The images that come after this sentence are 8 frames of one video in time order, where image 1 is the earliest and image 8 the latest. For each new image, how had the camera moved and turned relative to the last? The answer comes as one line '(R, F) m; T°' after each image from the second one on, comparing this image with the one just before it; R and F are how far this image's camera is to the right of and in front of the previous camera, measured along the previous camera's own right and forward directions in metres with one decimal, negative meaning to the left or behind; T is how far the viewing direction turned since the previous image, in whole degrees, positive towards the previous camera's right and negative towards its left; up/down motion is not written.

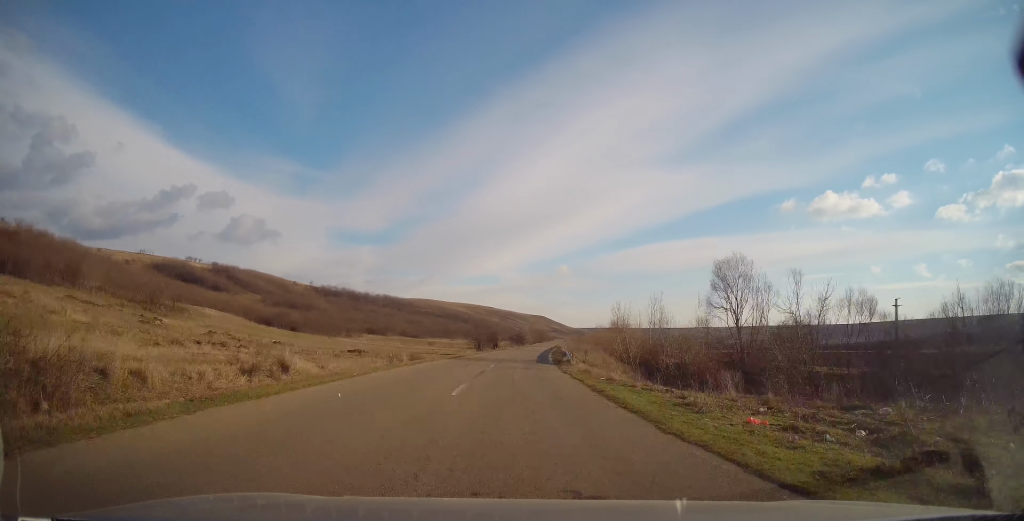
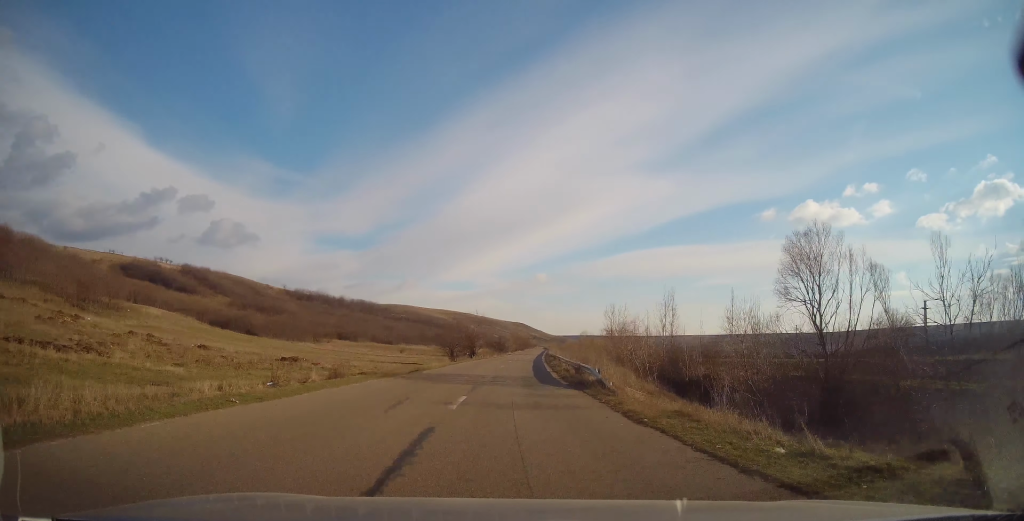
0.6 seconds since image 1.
(+0.1, +14.3) m; +1°
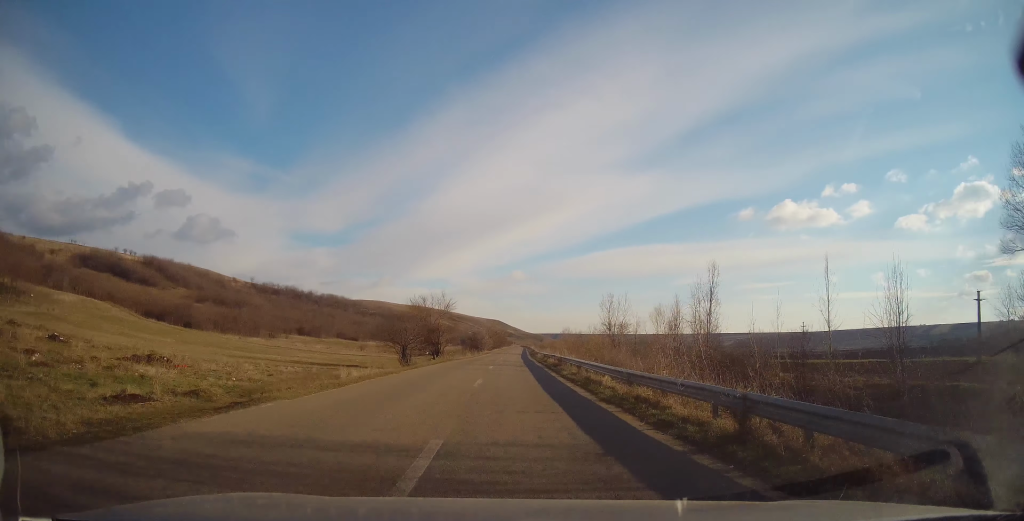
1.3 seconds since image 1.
(0.0, +17.9) m; +3°
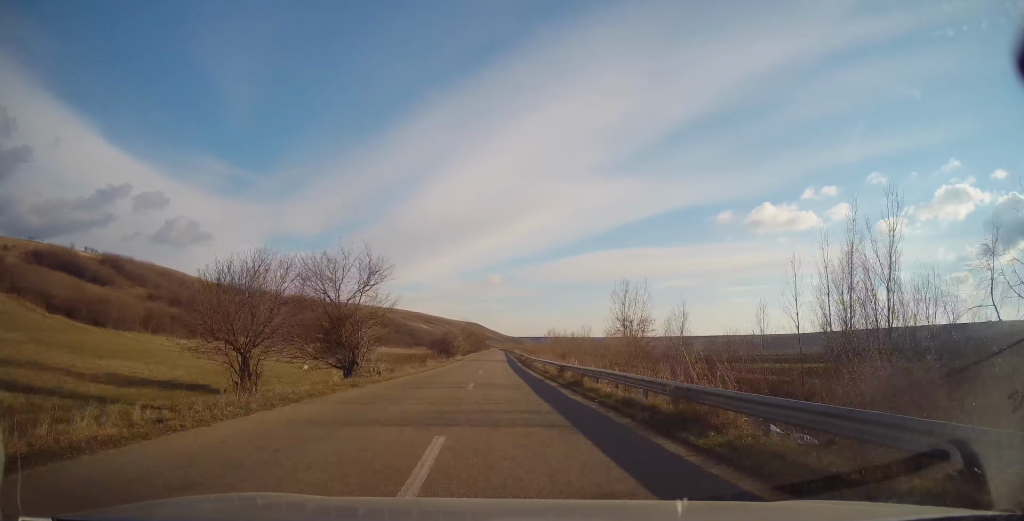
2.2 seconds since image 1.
(+1.0, +22.8) m; +3°
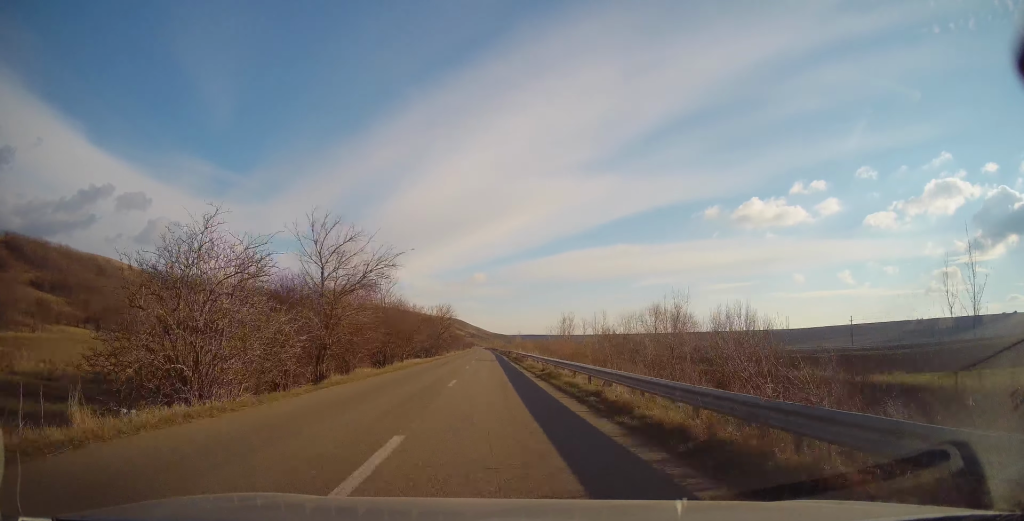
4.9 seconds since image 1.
(+1.4, +71.5) m; +2°
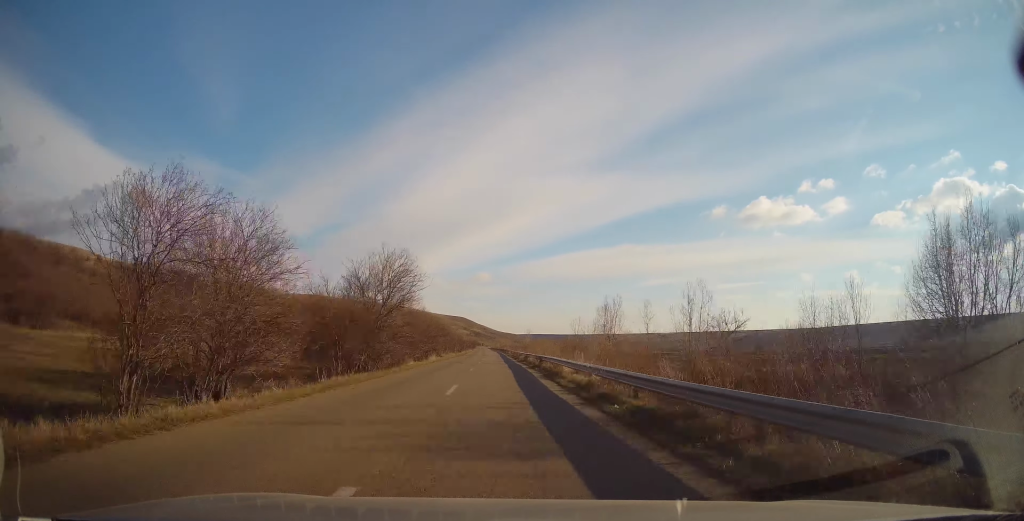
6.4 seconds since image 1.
(+0.1, +38.3) m; -1°
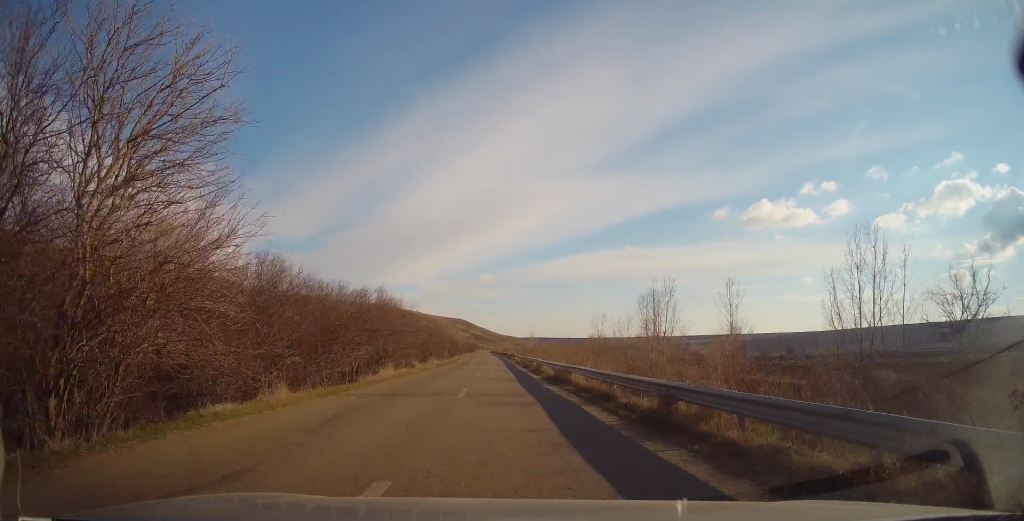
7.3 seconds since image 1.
(-0.3, +23.5) m; -1°
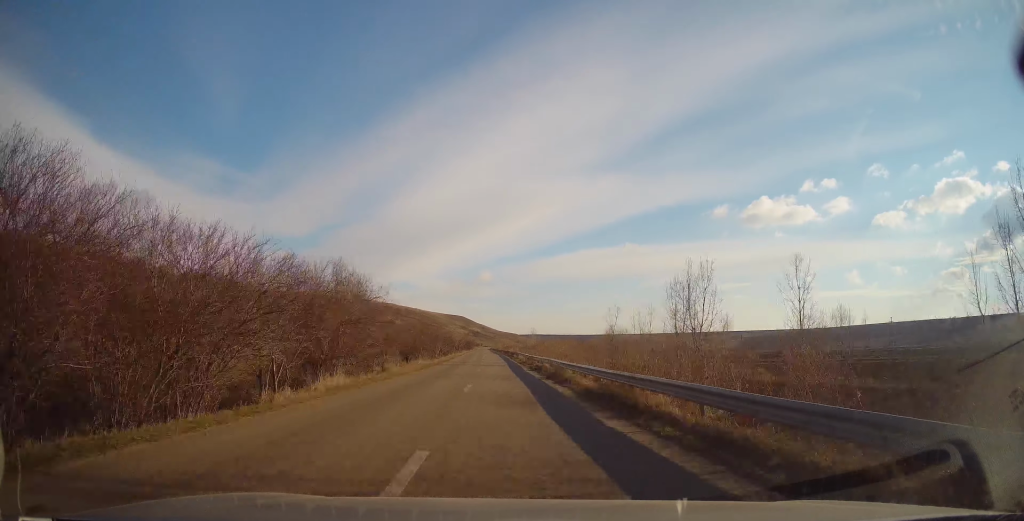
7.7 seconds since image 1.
(0.0, +10.5) m; 0°
